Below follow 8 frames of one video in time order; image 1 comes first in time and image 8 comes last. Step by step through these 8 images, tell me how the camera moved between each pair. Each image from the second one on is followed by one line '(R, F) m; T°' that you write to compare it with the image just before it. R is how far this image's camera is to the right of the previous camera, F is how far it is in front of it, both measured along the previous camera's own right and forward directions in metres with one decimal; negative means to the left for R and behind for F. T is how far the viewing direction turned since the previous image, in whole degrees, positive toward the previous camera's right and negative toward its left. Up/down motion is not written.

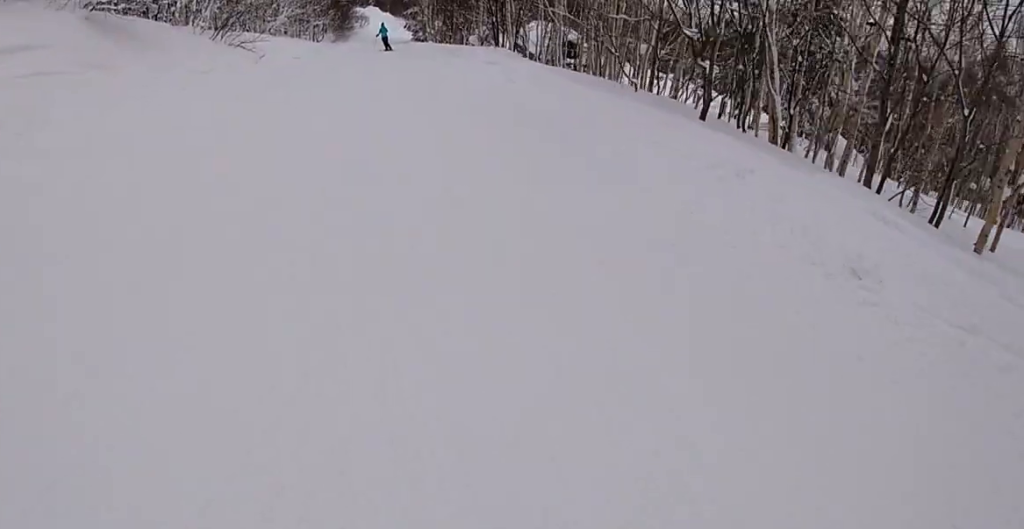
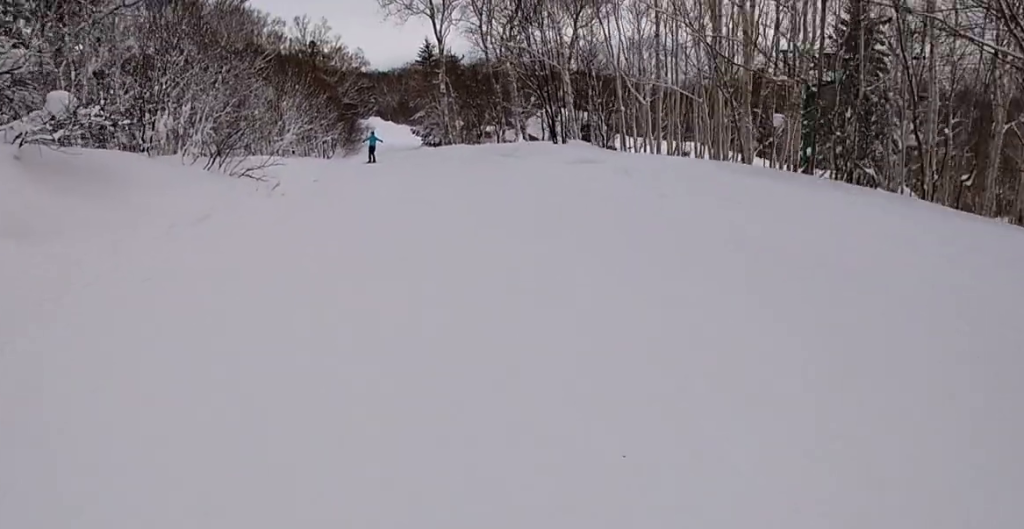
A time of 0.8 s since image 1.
(0.0, +5.9) m; +1°
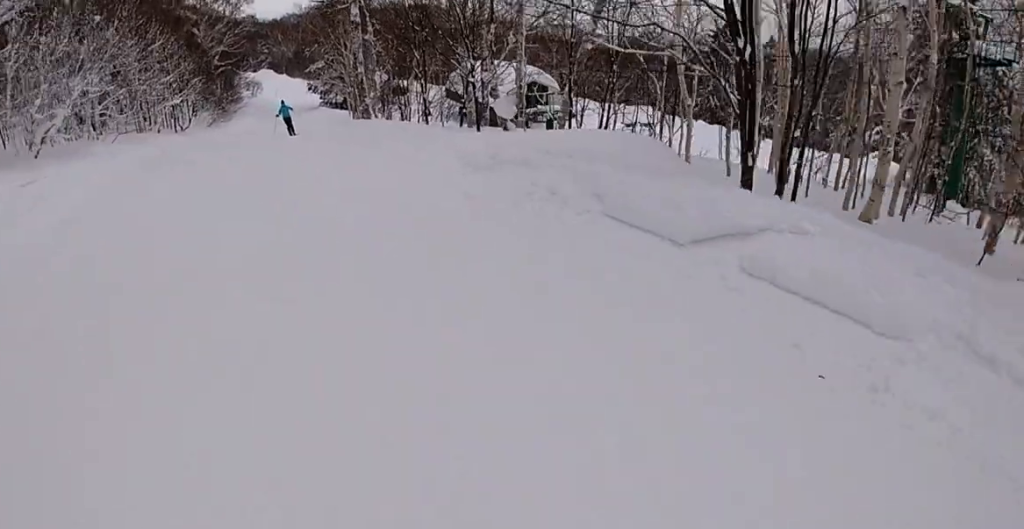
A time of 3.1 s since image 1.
(+2.5, +16.5) m; +11°
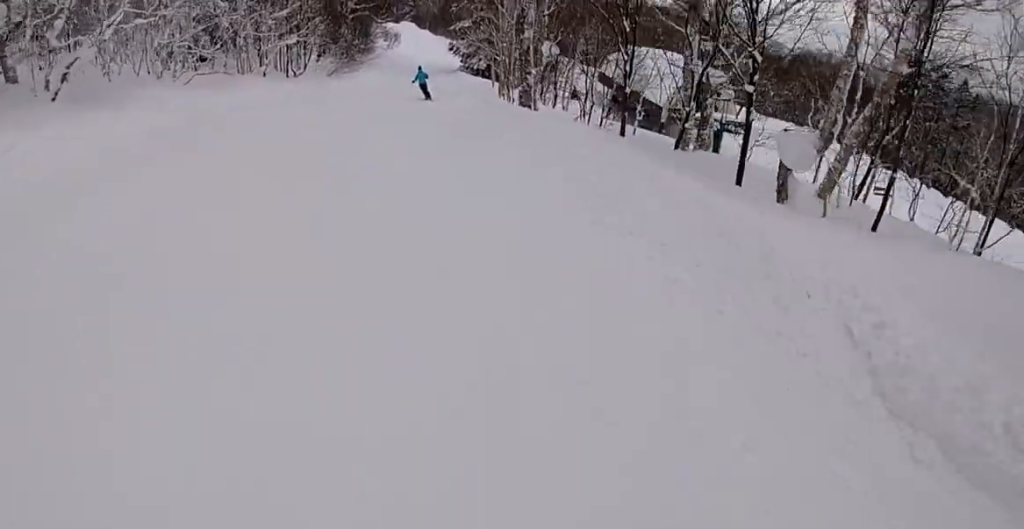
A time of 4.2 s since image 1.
(-0.1, +7.1) m; -7°
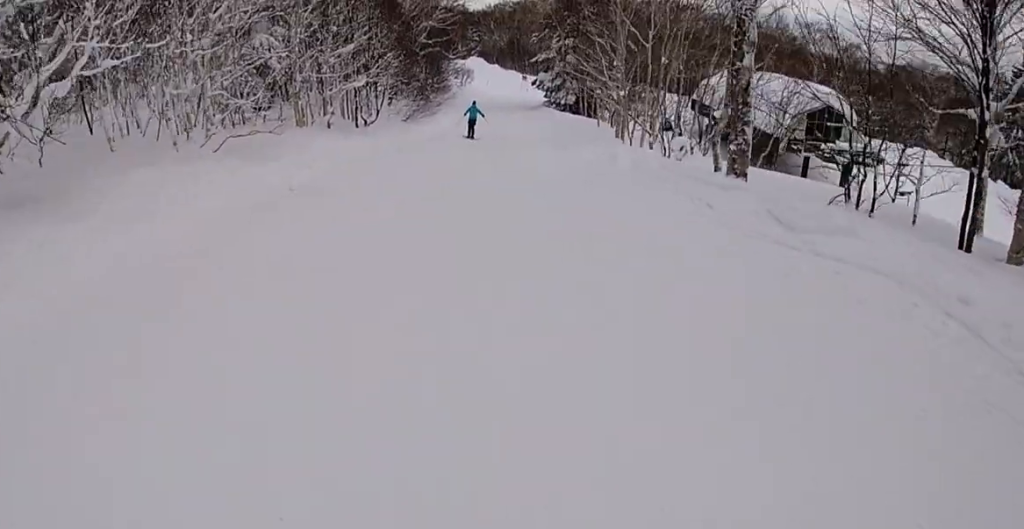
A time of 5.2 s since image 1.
(-0.8, +6.1) m; -11°
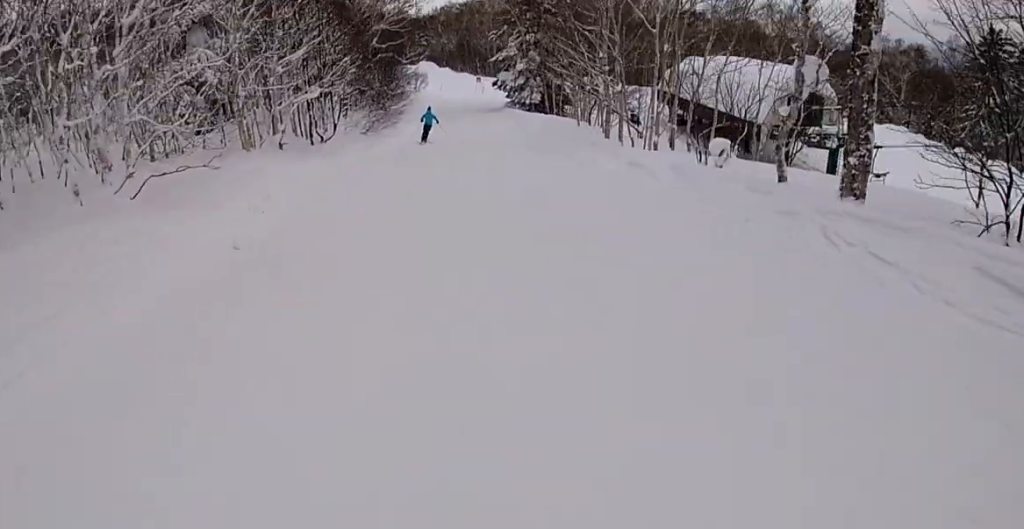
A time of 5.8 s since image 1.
(-1.1, +3.3) m; -2°
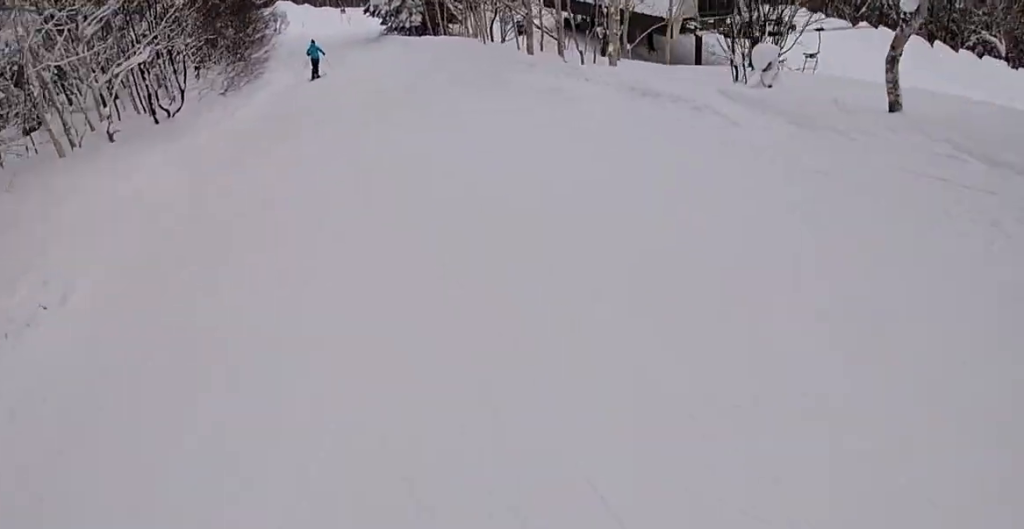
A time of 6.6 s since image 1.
(+1.8, +4.5) m; +13°
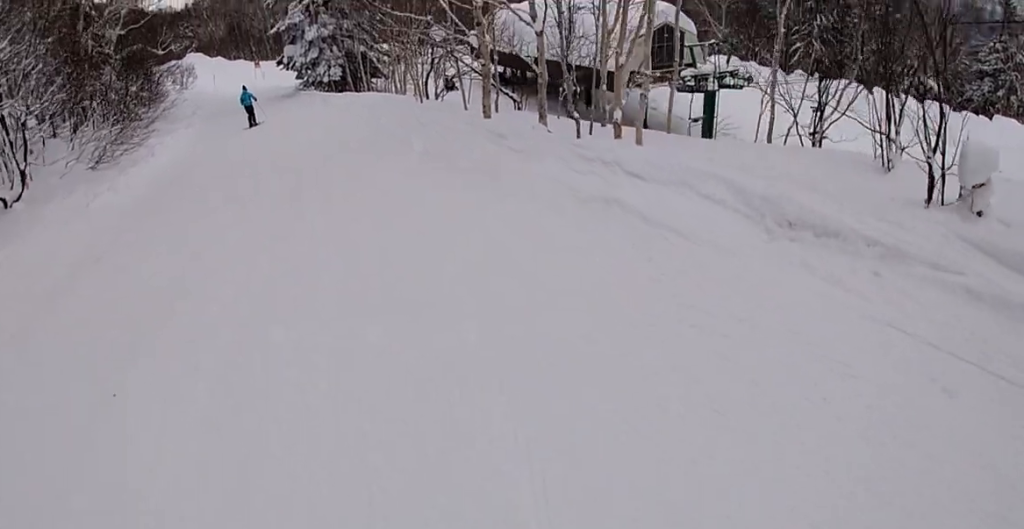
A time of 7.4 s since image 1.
(-0.2, +5.2) m; +6°
